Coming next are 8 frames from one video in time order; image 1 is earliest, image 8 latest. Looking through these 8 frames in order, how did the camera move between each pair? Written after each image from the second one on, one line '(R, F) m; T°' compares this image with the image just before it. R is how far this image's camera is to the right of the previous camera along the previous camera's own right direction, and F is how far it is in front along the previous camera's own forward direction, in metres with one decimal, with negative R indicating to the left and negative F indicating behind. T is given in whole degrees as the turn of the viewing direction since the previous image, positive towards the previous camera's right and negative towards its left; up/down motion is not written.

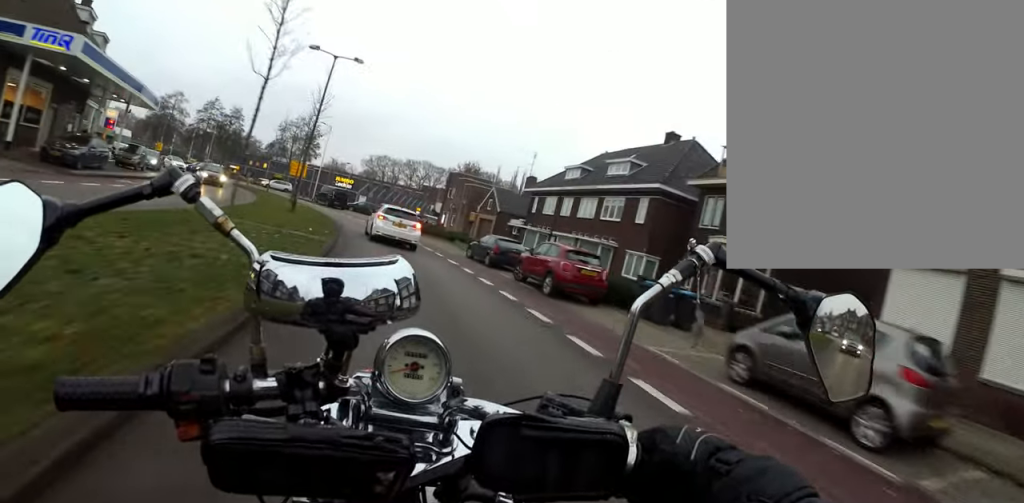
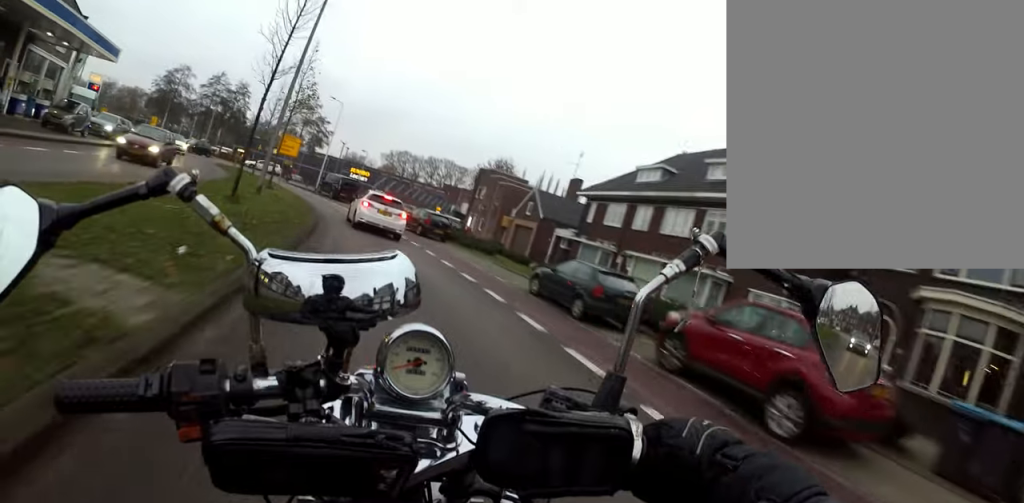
(-0.1, +9.1) m; -3°
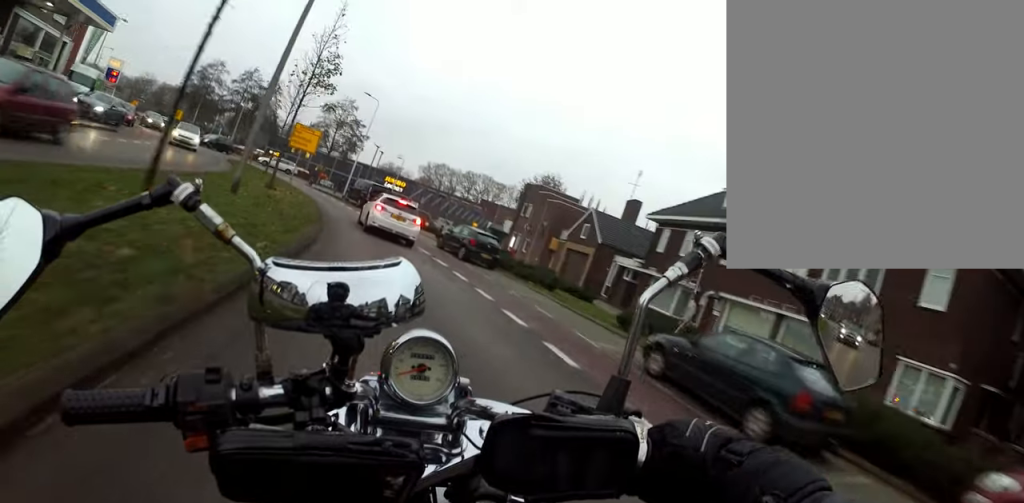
(0.0, +5.4) m; -3°
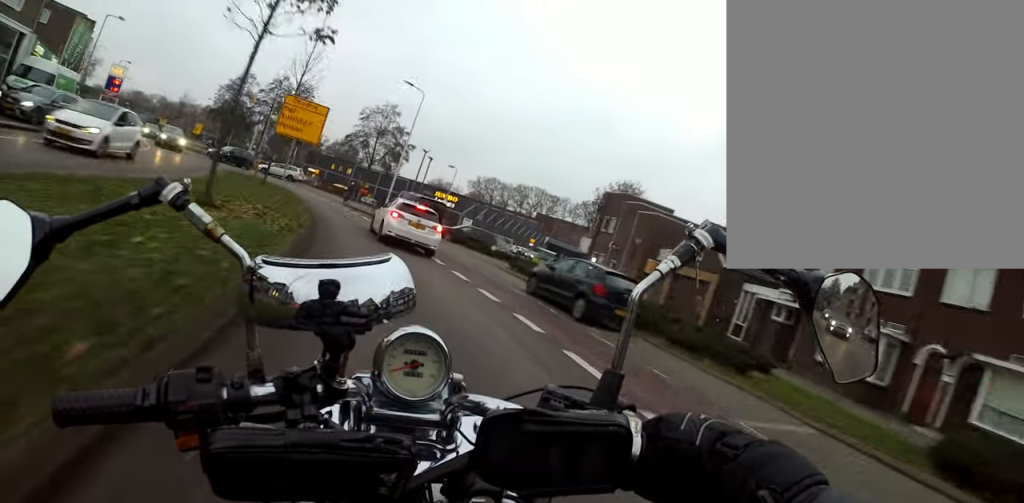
(-0.4, +8.7) m; -7°
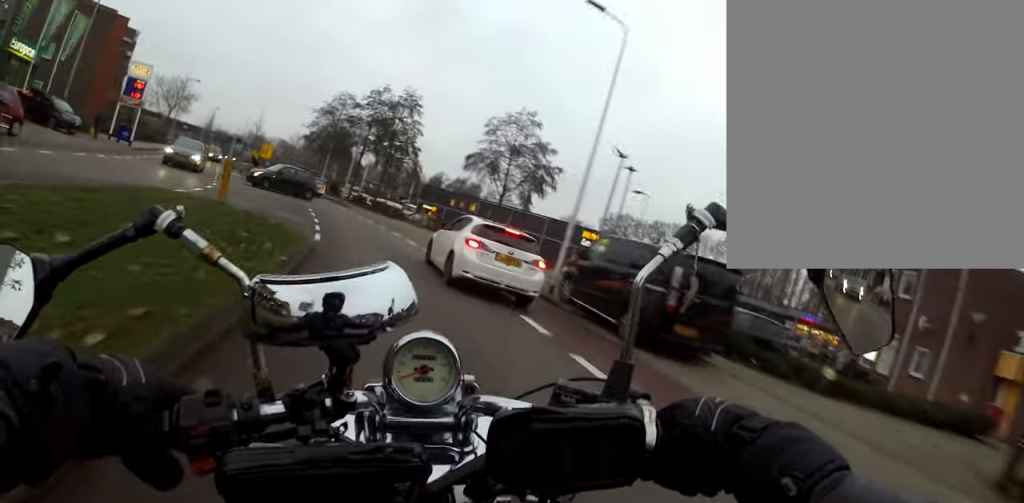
(-2.8, +14.5) m; -20°
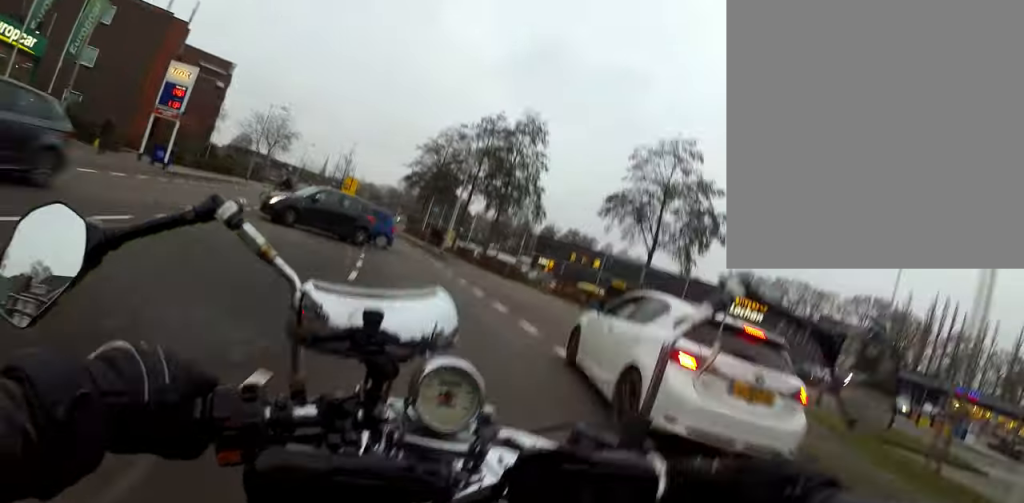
(-0.7, +7.6) m; -9°
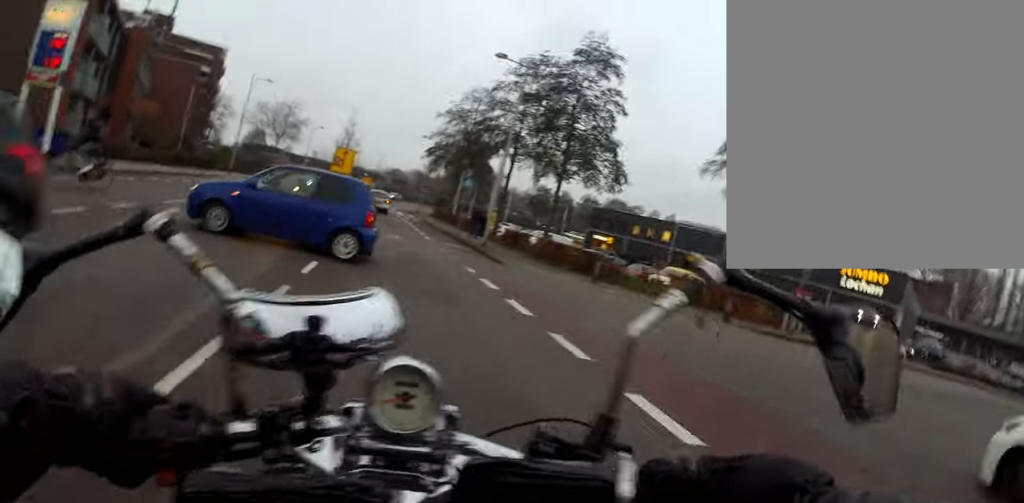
(-0.5, +7.4) m; -10°
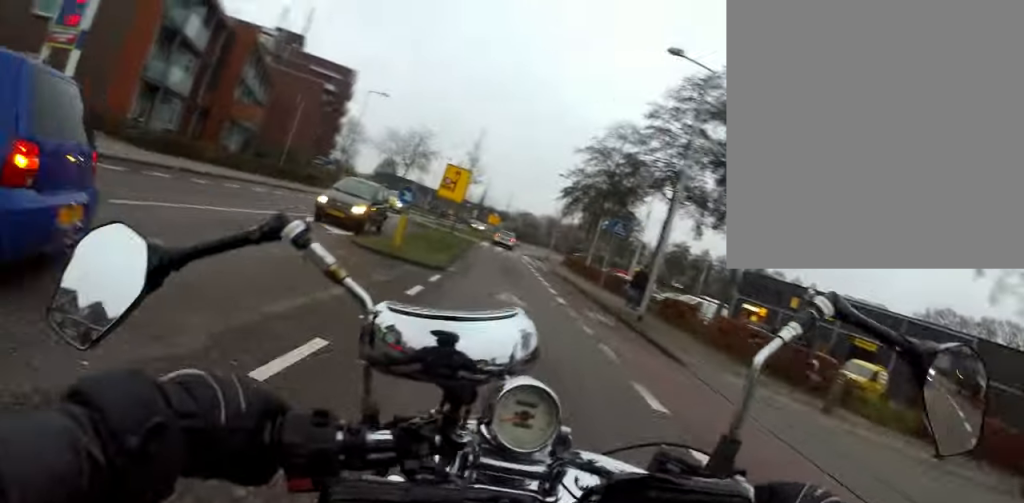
(-0.6, +6.7) m; -3°
